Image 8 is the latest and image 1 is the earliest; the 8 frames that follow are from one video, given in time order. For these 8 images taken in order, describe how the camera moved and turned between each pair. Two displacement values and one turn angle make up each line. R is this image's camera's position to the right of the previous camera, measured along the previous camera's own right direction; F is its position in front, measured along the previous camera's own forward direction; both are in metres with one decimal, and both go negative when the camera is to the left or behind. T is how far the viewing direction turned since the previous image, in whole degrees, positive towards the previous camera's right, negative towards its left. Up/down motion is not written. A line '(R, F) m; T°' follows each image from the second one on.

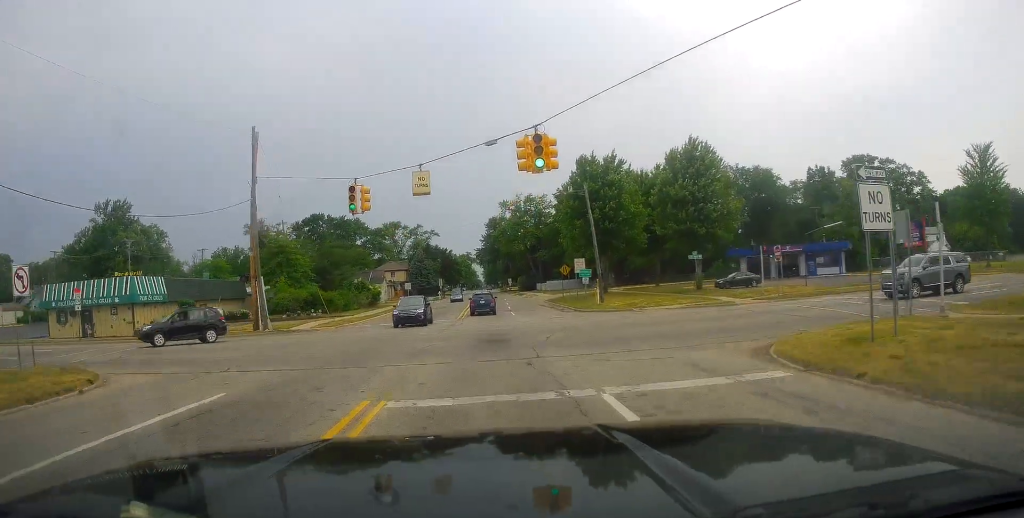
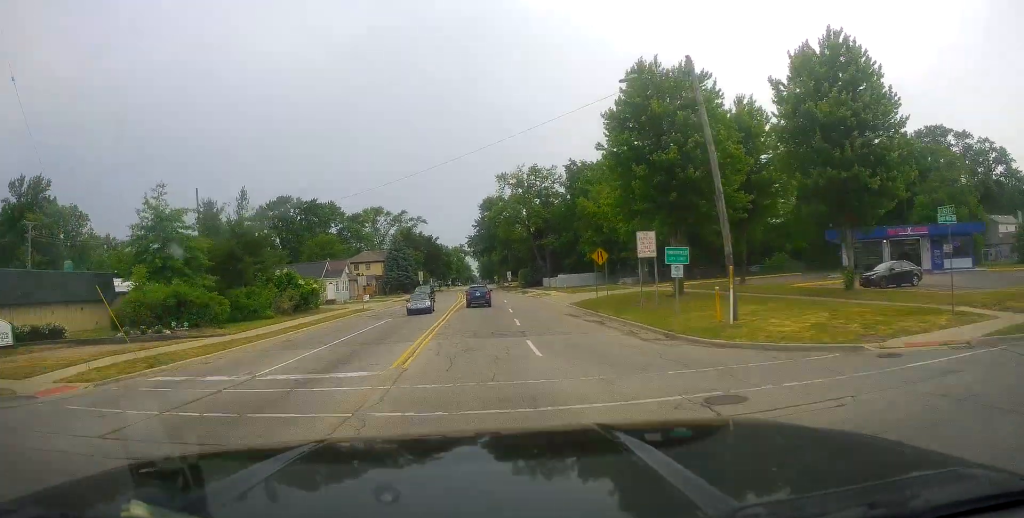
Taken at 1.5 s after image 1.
(-0.4, +23.7) m; -2°
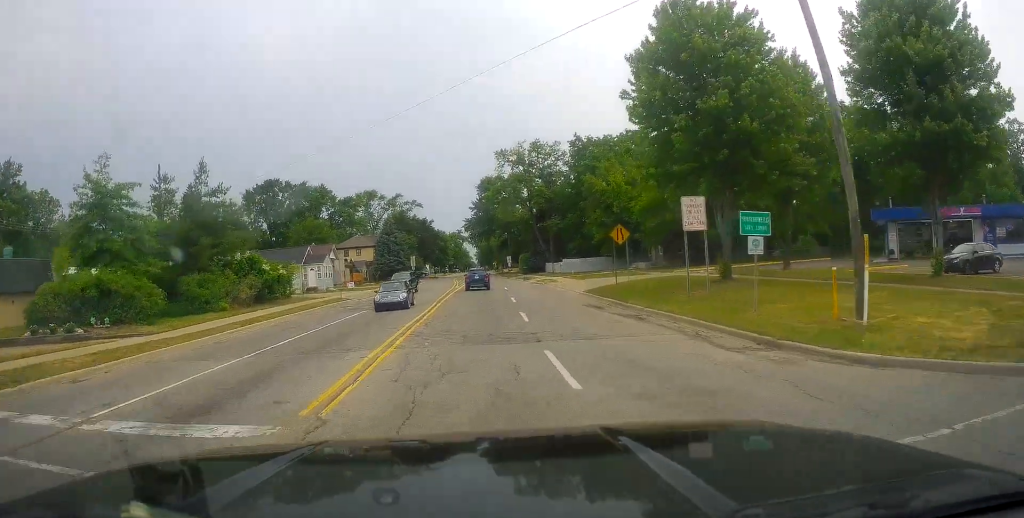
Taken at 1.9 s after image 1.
(-0.3, +7.0) m; 0°
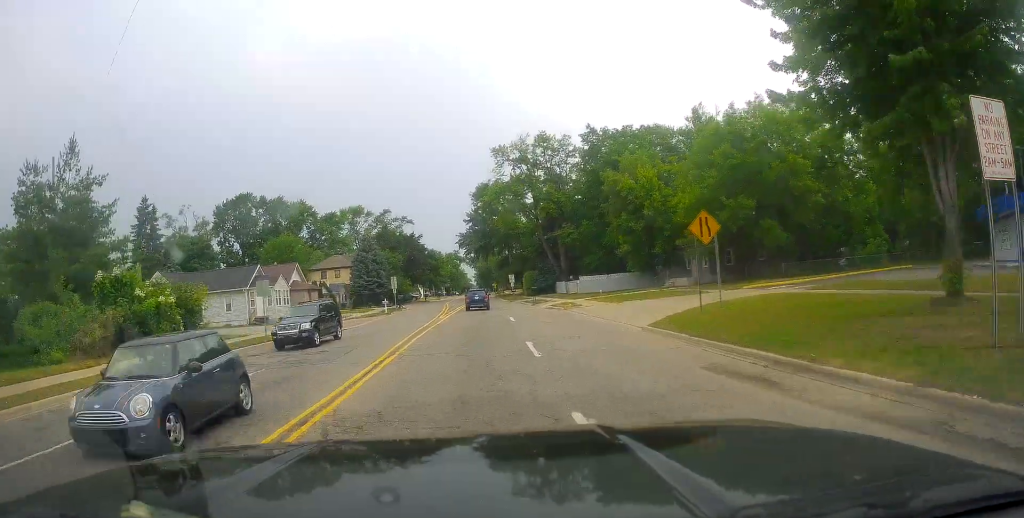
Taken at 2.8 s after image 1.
(+0.3, +14.6) m; +2°
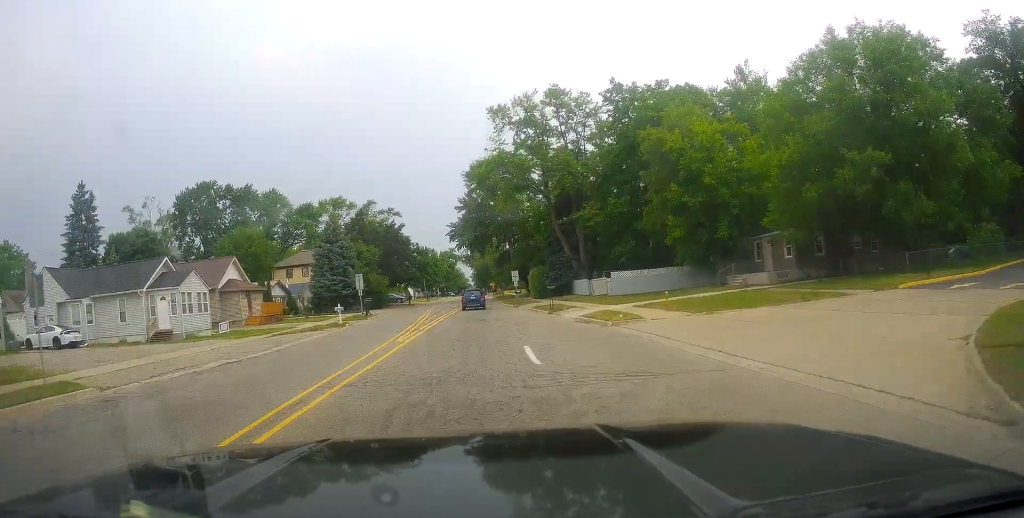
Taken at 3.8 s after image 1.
(+0.3, +15.9) m; +1°
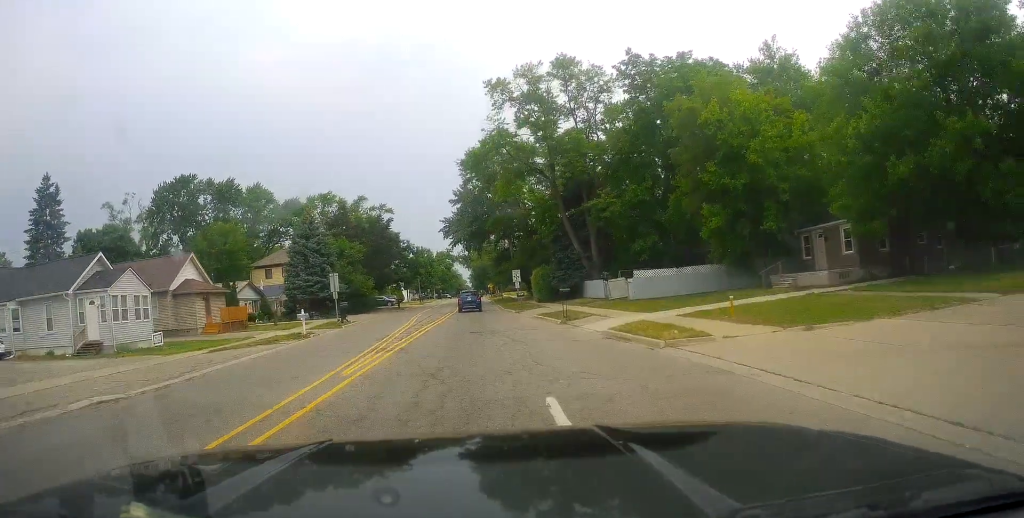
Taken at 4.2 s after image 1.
(0.0, +7.2) m; 0°
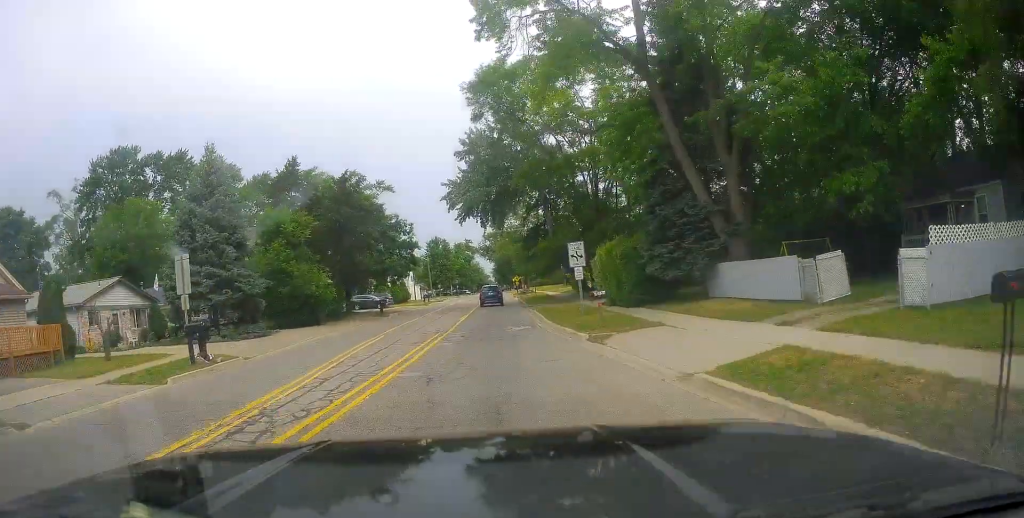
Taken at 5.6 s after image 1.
(-0.3, +23.6) m; -1°
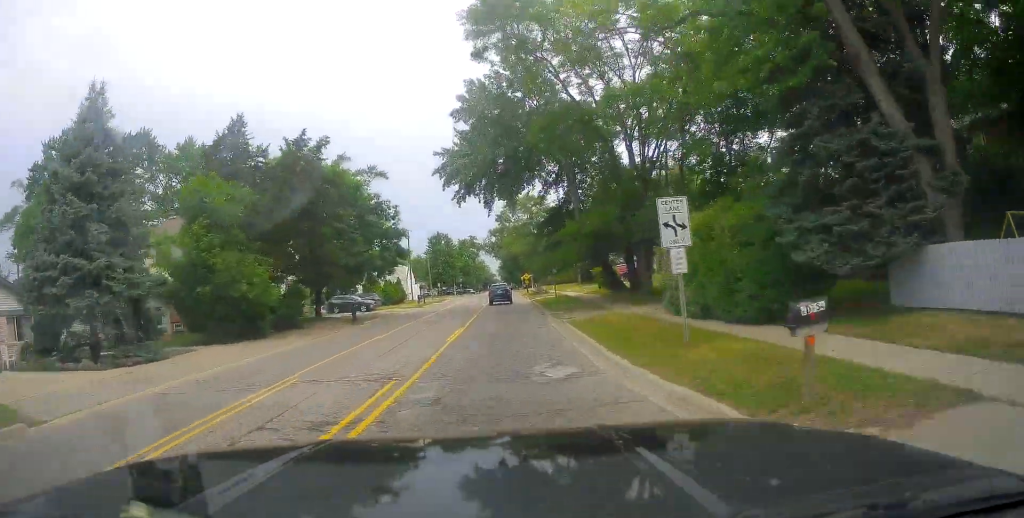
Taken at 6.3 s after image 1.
(-0.1, +11.3) m; 0°
